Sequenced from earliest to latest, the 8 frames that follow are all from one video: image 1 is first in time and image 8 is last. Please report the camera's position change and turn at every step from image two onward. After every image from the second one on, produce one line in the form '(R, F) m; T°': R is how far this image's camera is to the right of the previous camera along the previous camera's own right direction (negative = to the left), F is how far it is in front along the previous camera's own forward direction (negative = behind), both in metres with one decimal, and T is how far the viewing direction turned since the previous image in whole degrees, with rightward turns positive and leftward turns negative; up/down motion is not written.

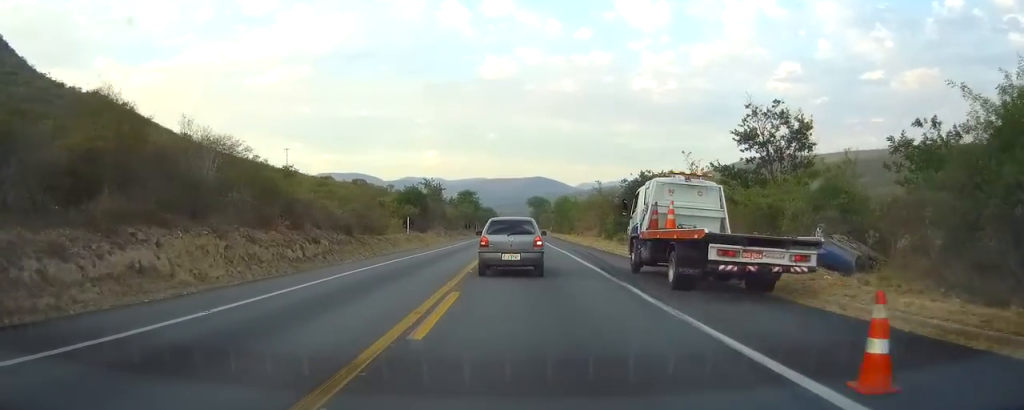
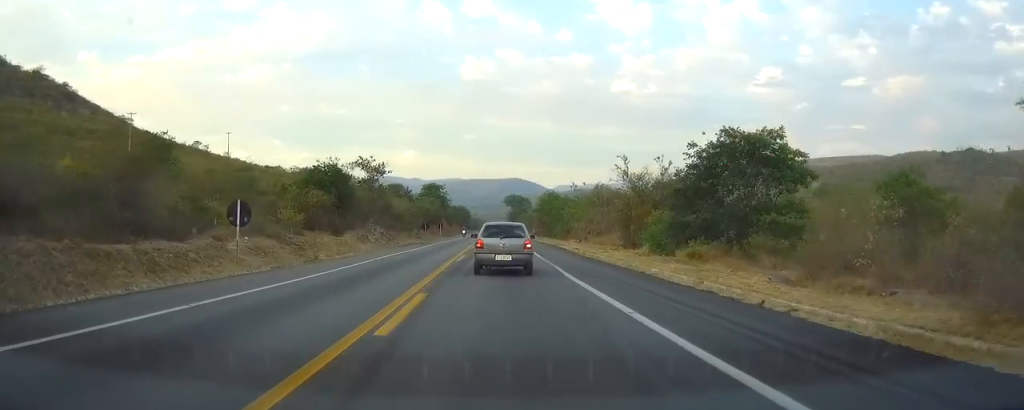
(+0.4, +33.2) m; +1°
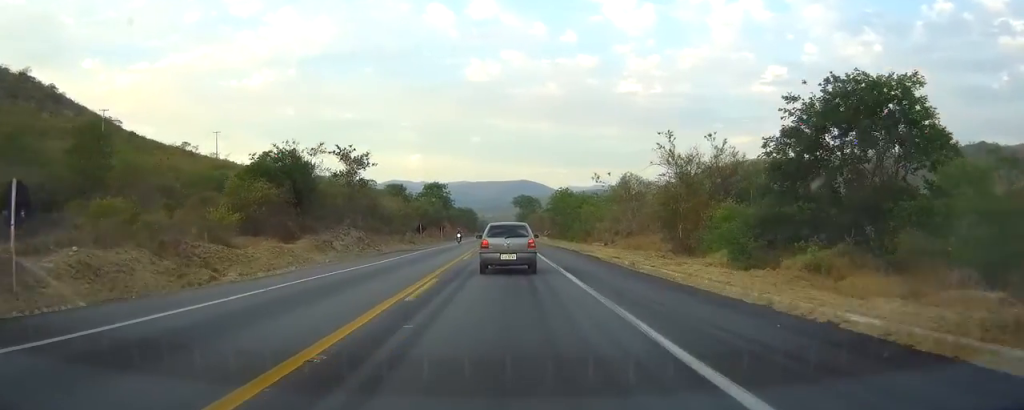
(+0.1, +13.4) m; 0°
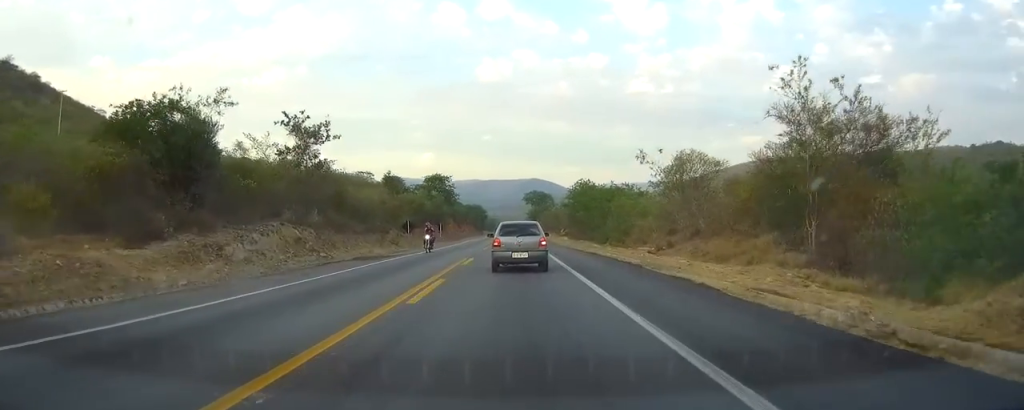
(-0.1, +17.5) m; 0°
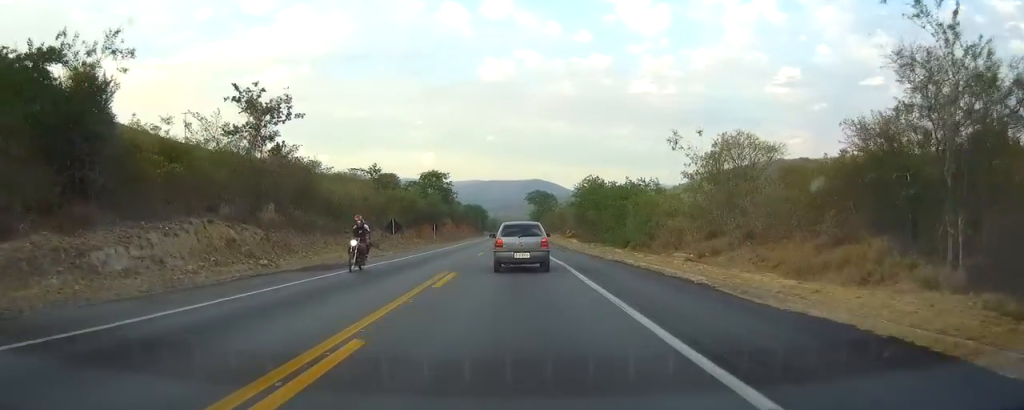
(0.0, +9.1) m; 0°
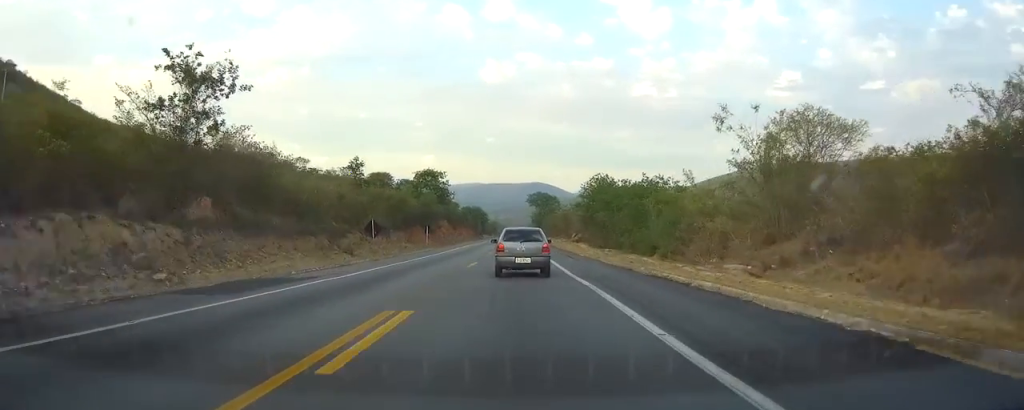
(0.0, +8.6) m; 0°
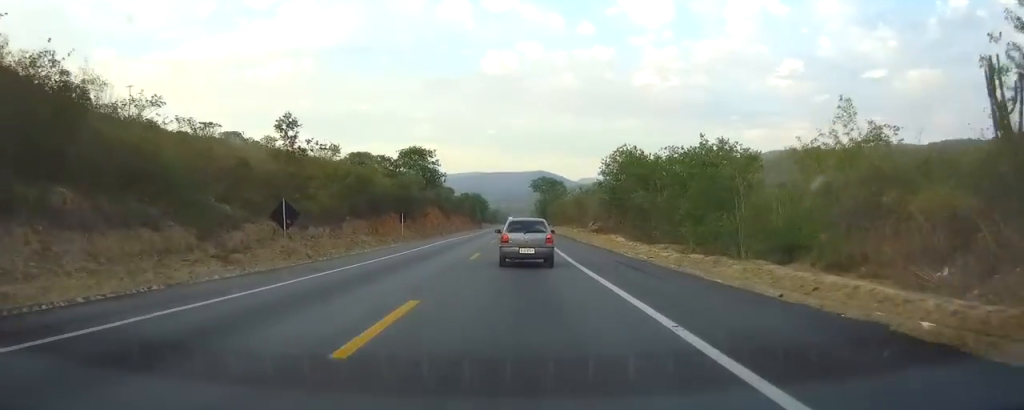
(-0.1, +19.1) m; -1°
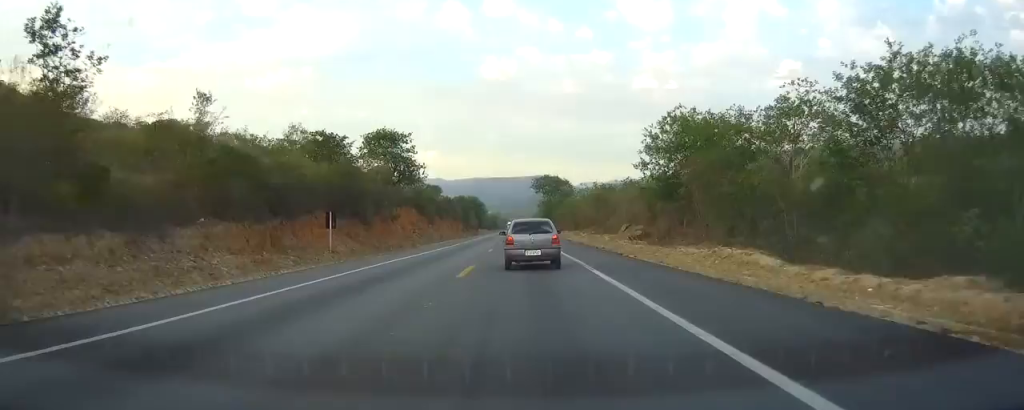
(-0.1, +23.8) m; 0°
